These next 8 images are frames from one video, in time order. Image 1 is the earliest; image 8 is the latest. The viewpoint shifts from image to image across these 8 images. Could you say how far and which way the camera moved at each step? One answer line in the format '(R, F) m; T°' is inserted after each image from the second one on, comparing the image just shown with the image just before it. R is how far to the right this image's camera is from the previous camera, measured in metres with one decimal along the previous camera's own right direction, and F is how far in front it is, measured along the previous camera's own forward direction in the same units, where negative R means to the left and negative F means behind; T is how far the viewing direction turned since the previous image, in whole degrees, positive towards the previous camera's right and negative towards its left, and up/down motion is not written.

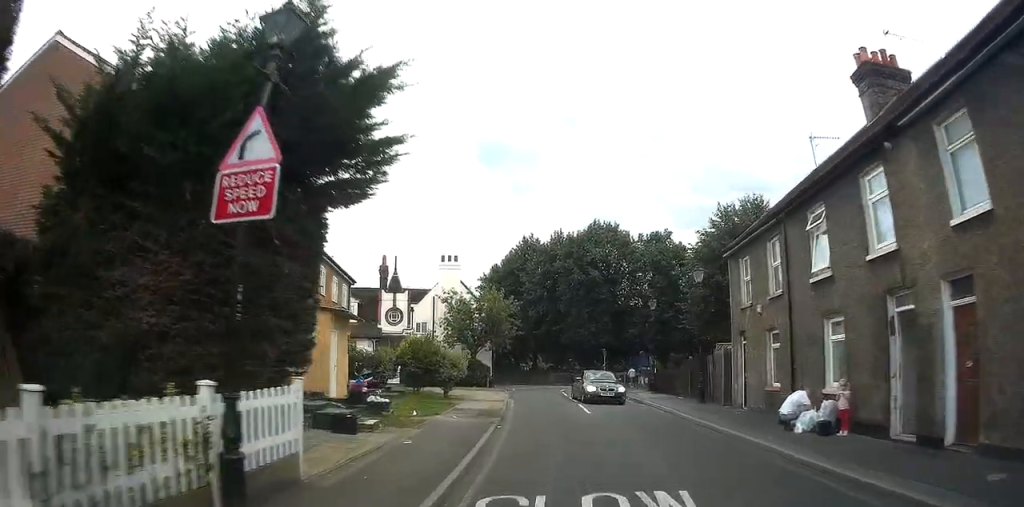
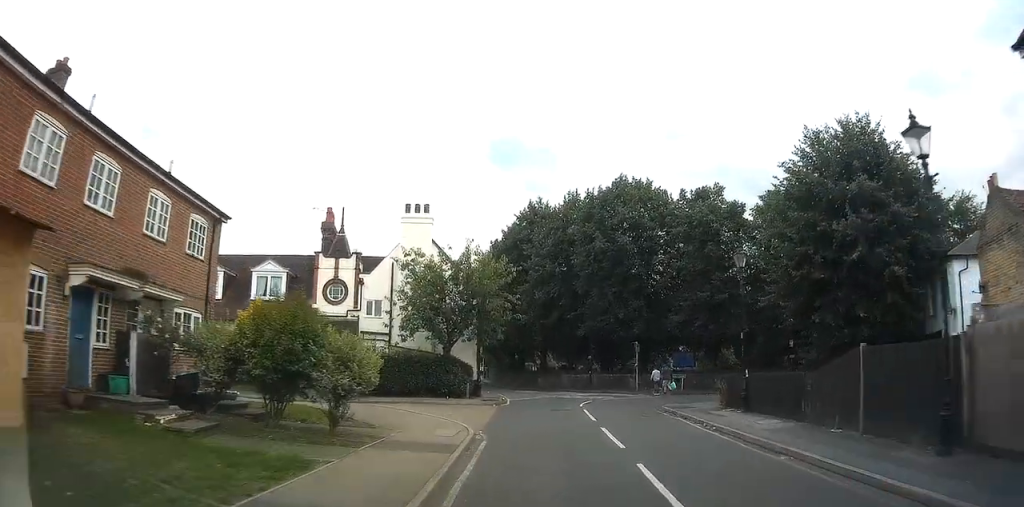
(-0.8, +13.1) m; -6°
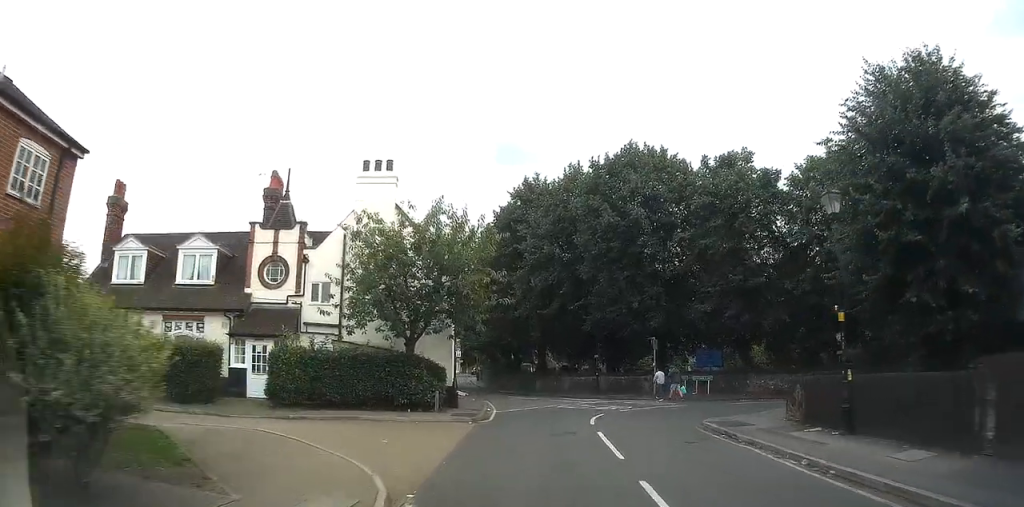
(-0.2, +6.4) m; -1°
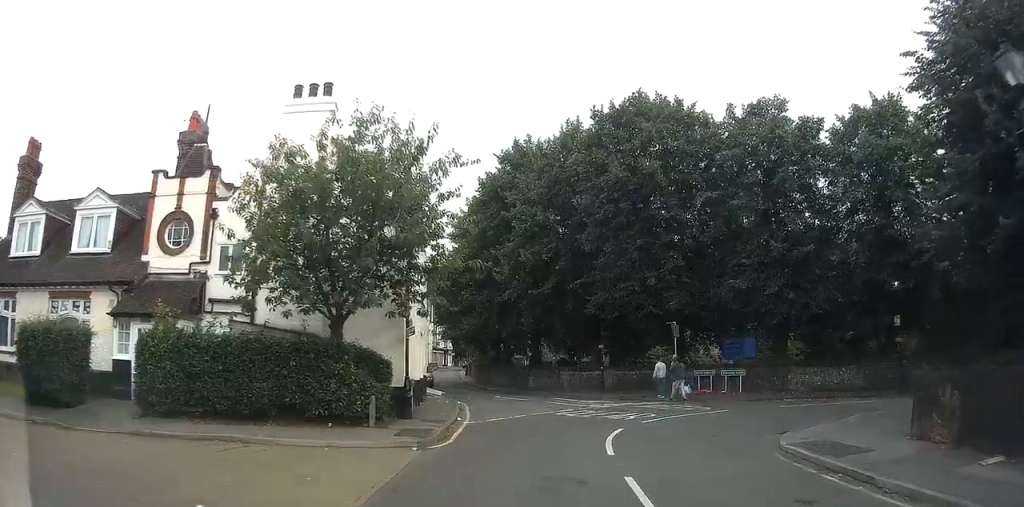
(+0.1, +6.5) m; +5°
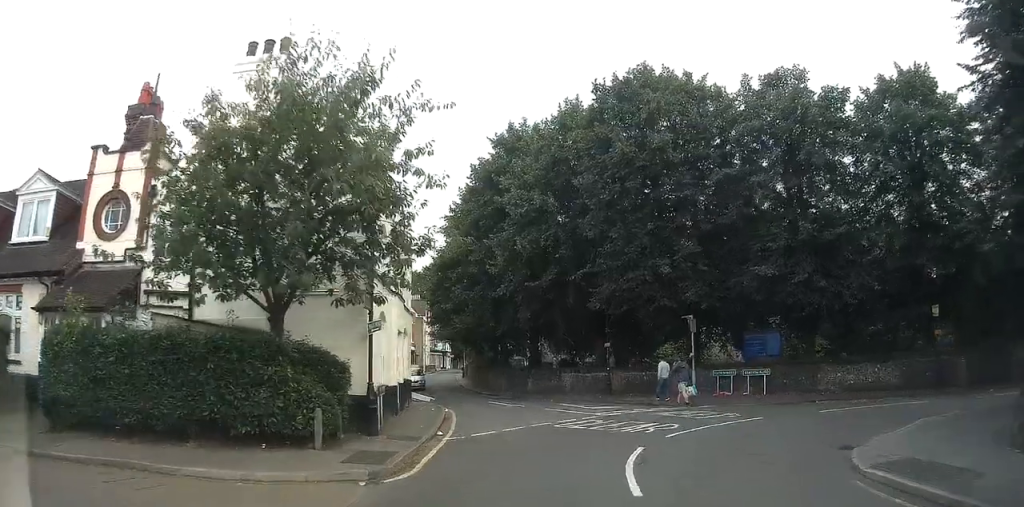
(+0.2, +3.2) m; +4°
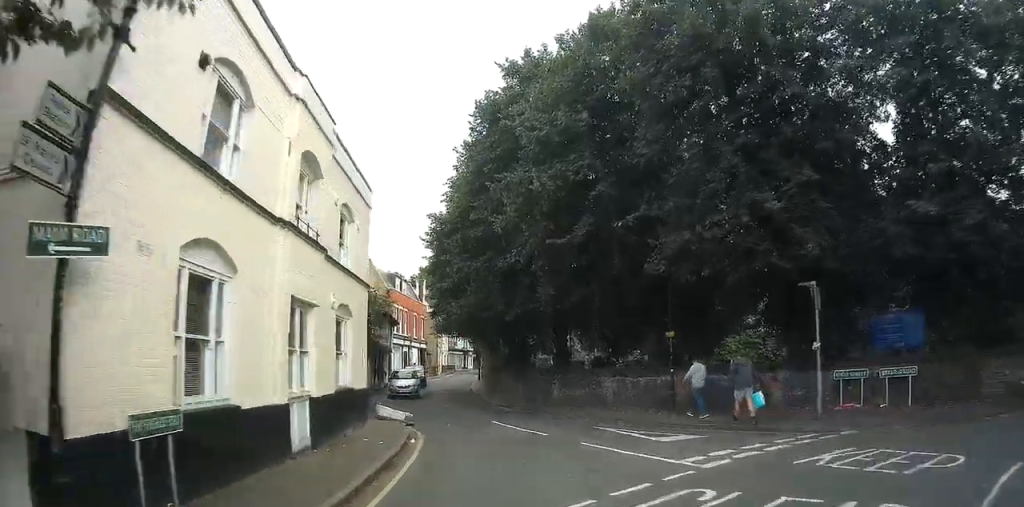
(+0.4, +9.6) m; -5°
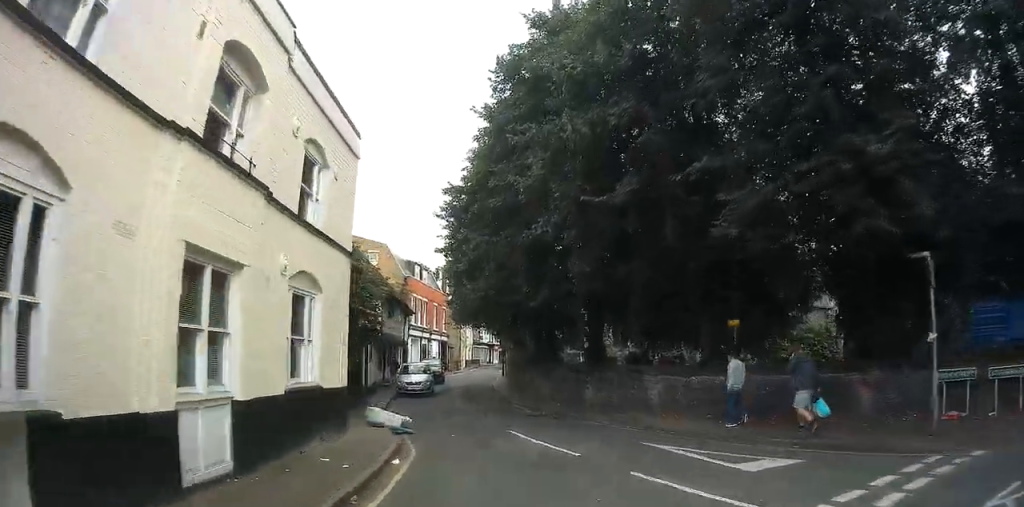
(-0.3, +3.9) m; -10°
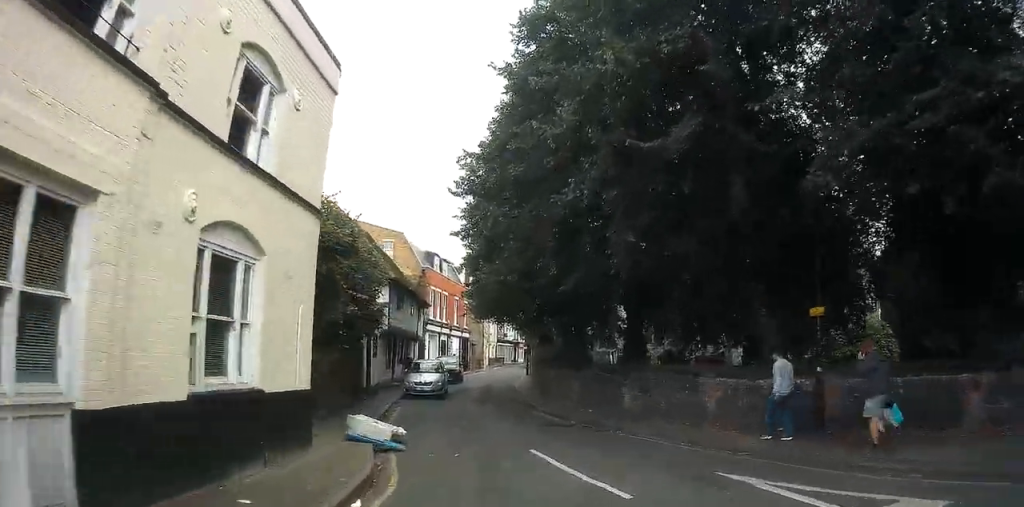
(-0.4, +3.1) m; -10°
